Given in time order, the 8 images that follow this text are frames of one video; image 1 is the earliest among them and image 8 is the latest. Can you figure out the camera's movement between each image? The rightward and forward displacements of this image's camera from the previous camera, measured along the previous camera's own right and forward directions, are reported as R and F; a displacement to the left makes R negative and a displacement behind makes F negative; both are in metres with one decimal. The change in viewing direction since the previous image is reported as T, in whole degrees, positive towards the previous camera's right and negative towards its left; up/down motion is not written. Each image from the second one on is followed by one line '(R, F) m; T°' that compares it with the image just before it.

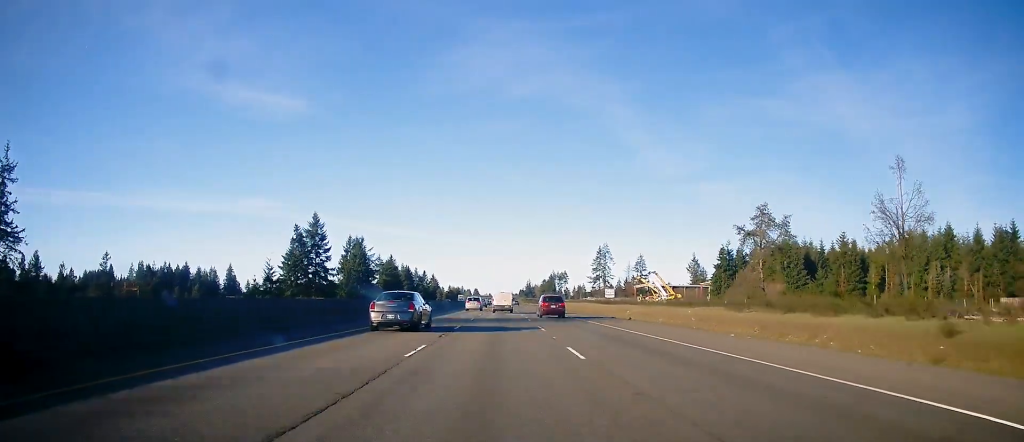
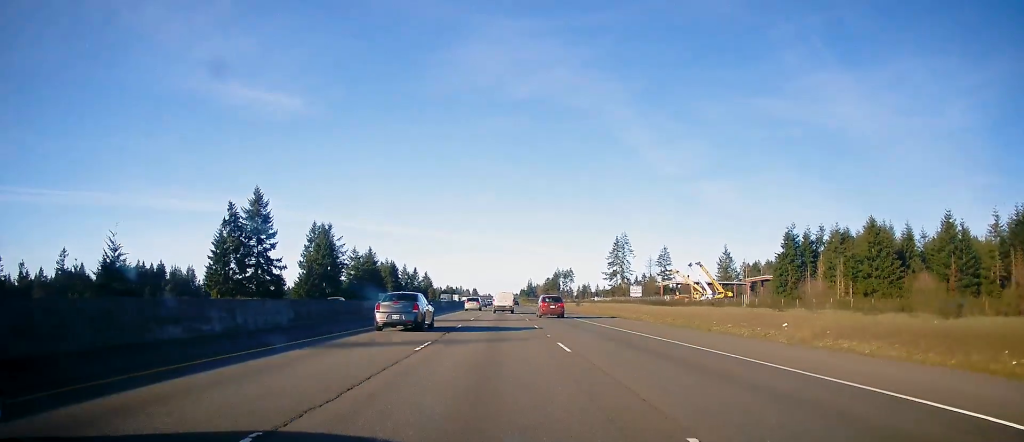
(-0.1, +46.9) m; 0°
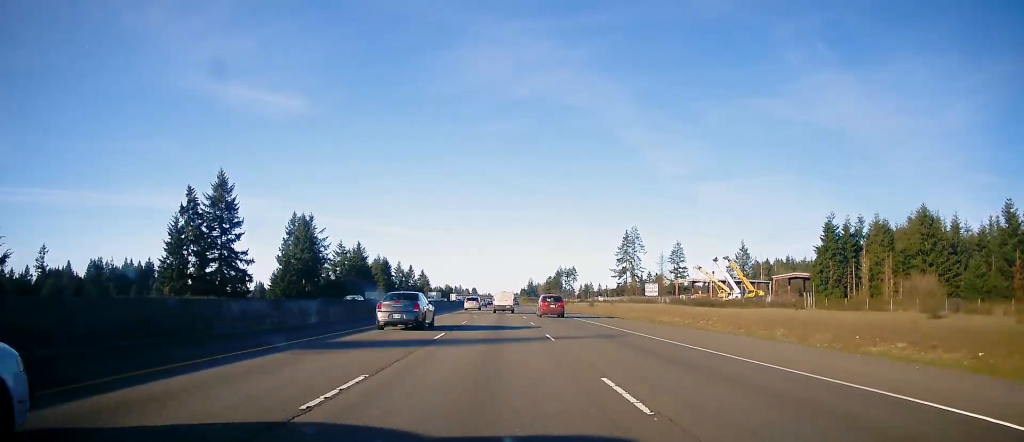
(+0.1, +20.2) m; 0°
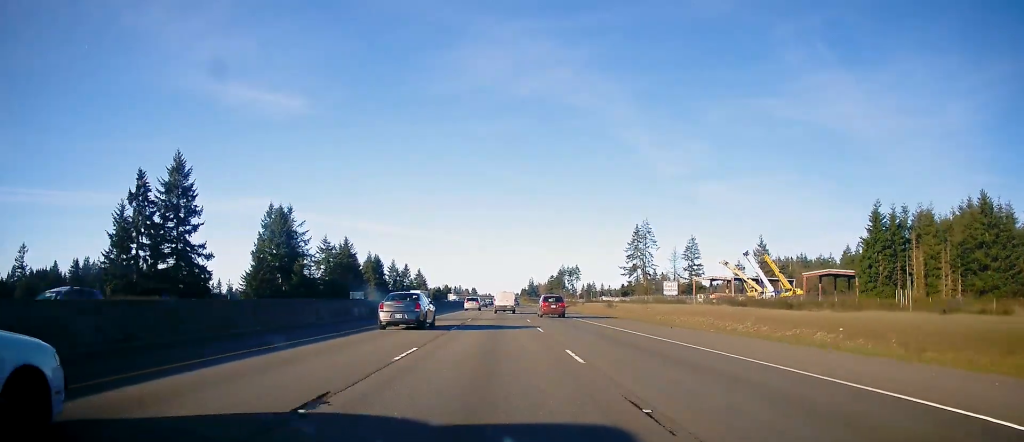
(-0.1, +19.0) m; 0°
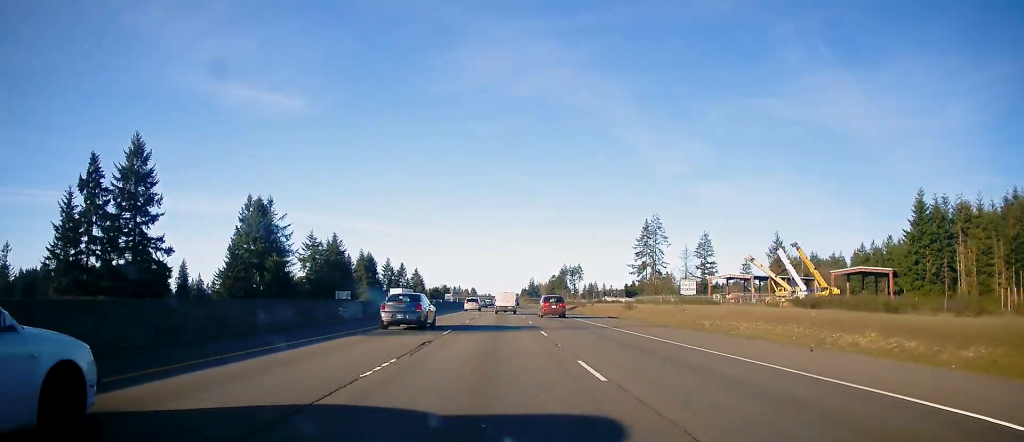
(0.0, +14.8) m; 0°
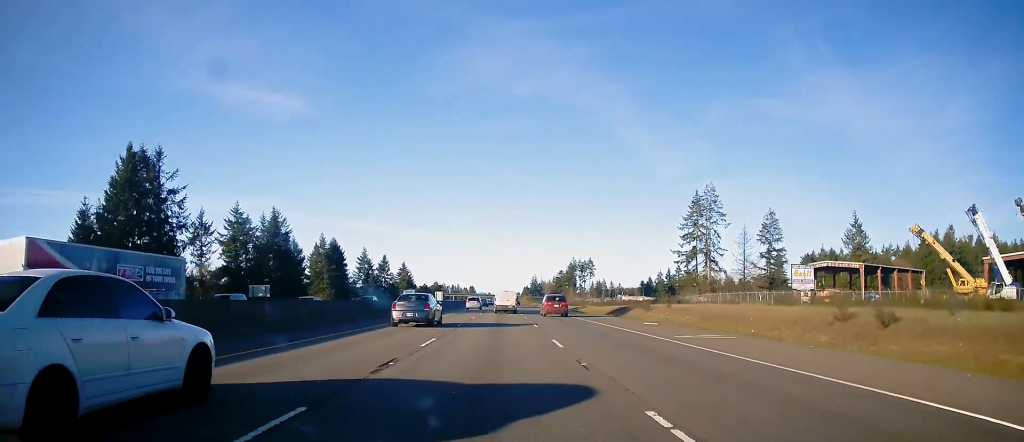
(-0.2, +55.3) m; -1°
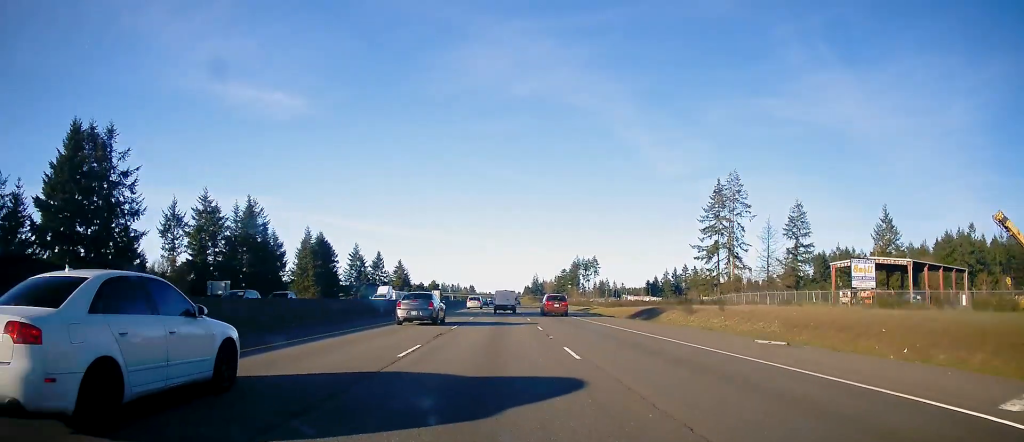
(0.0, +15.5) m; 0°
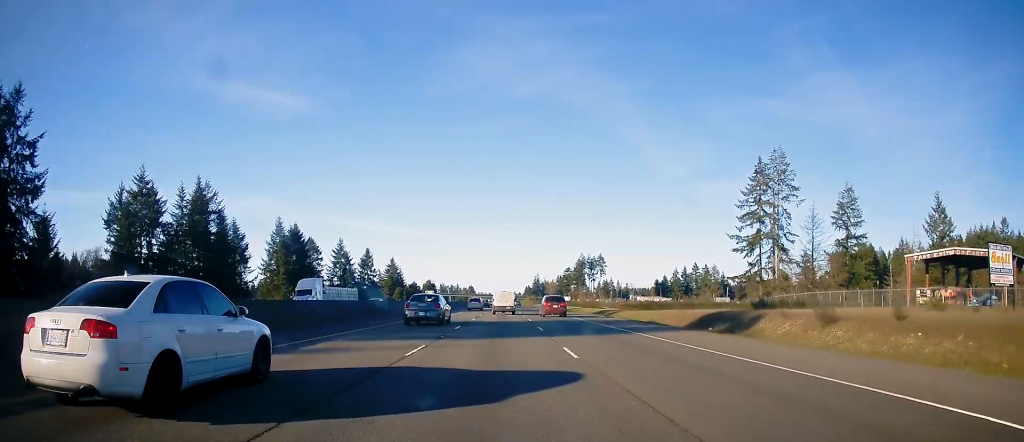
(0.0, +23.7) m; 0°
